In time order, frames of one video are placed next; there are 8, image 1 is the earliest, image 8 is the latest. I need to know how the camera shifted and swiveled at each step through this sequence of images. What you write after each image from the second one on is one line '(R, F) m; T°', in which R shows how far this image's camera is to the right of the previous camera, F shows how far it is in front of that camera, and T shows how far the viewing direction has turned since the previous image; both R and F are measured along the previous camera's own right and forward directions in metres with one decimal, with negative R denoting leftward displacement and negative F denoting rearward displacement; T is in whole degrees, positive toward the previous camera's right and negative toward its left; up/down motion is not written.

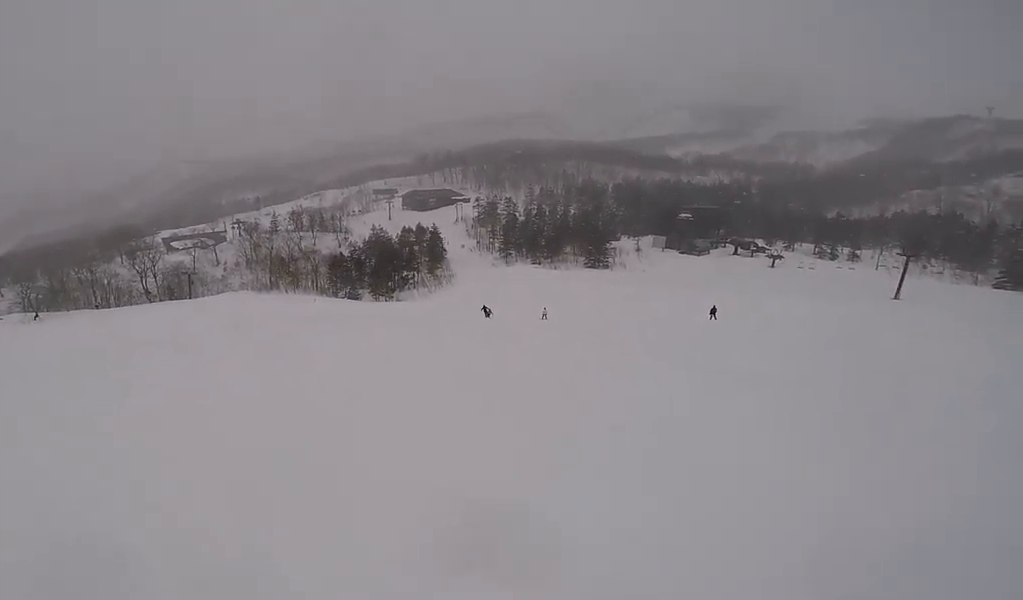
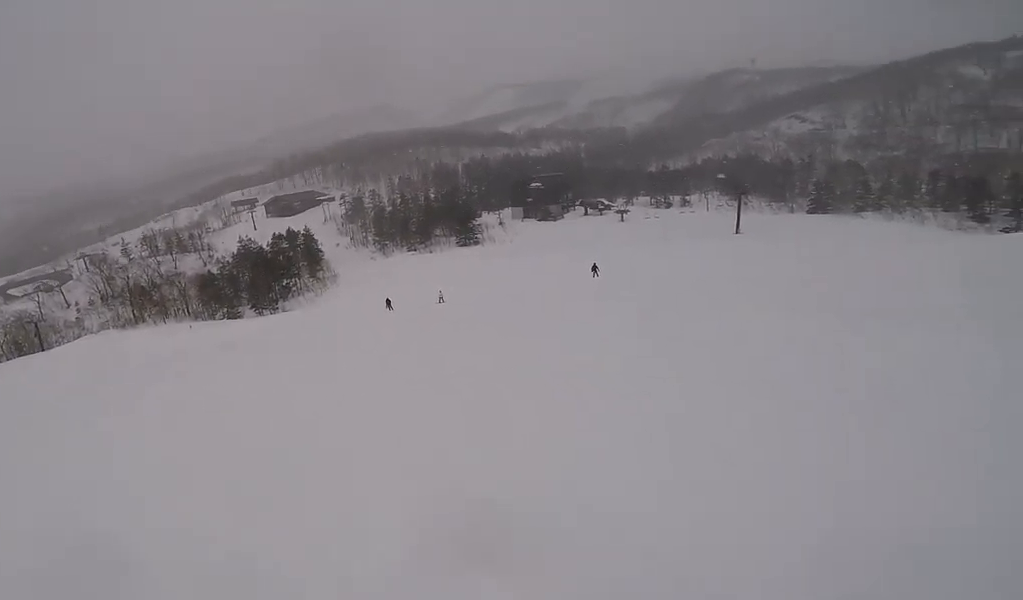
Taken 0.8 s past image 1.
(+0.3, +4.5) m; +10°
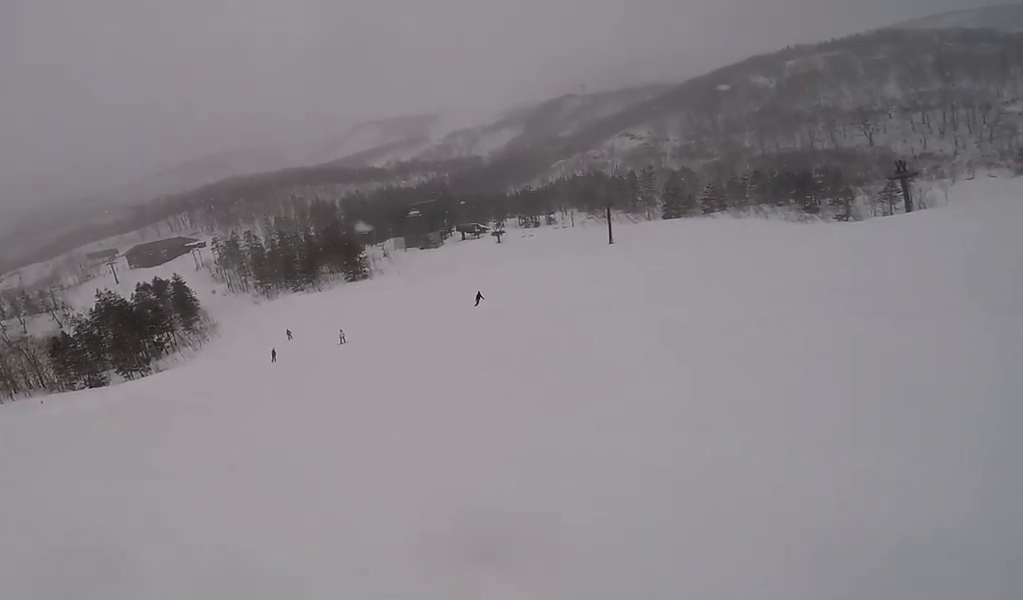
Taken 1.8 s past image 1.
(+0.9, +6.1) m; +14°
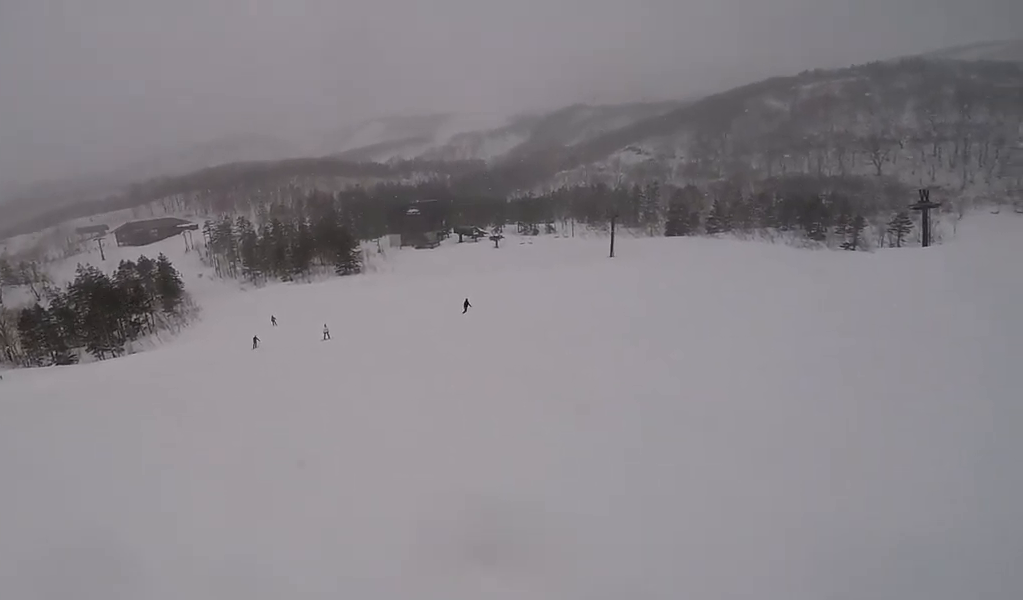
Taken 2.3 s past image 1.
(0.0, +2.7) m; +6°
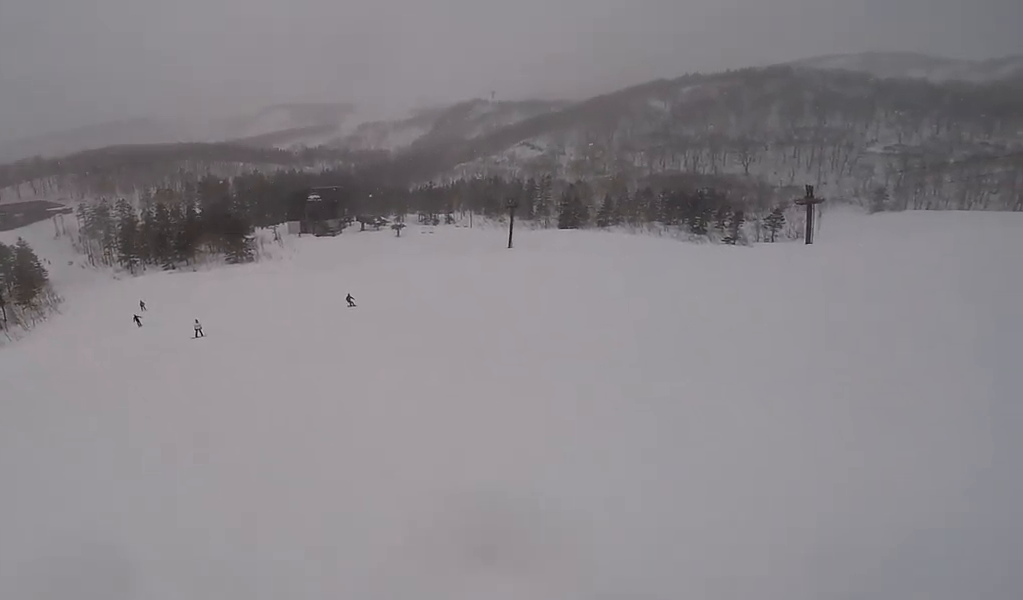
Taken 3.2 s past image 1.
(+0.8, +5.5) m; +4°
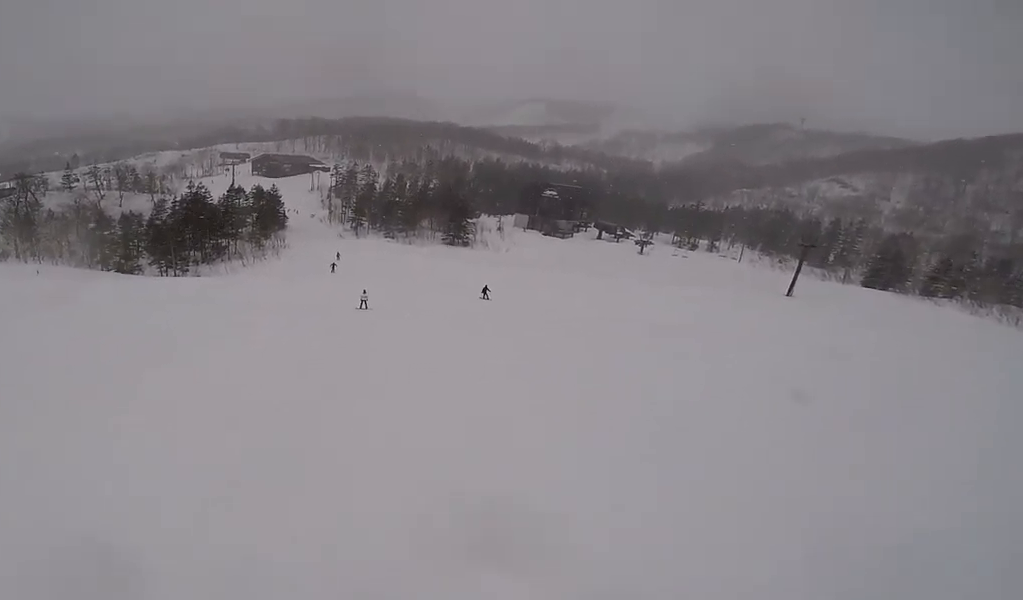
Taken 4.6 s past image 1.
(-0.9, +7.4) m; -27°
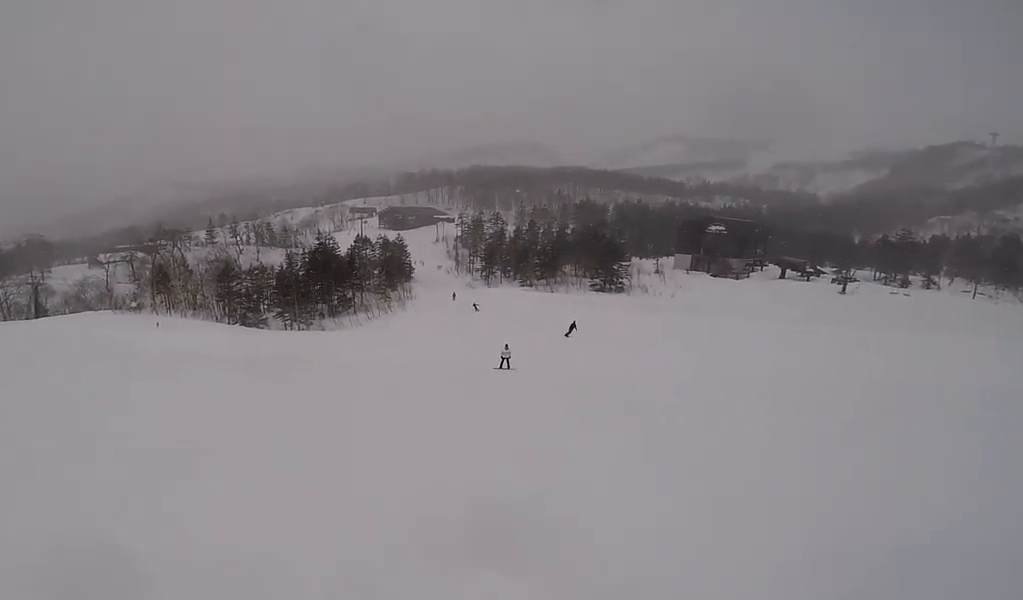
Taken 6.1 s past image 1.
(-2.8, +9.2) m; -17°
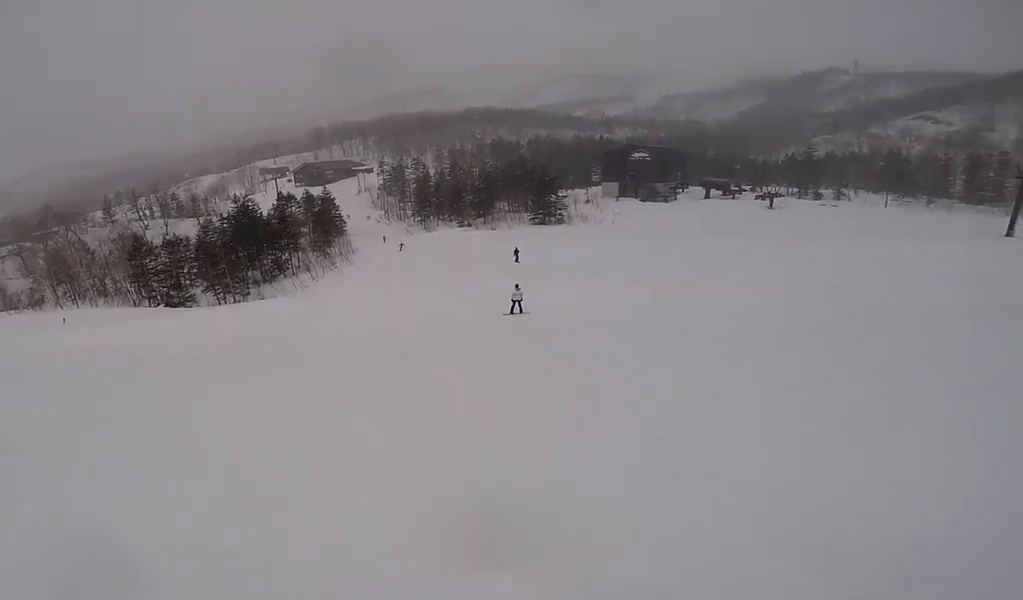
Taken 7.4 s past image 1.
(0.0, +8.9) m; +5°
